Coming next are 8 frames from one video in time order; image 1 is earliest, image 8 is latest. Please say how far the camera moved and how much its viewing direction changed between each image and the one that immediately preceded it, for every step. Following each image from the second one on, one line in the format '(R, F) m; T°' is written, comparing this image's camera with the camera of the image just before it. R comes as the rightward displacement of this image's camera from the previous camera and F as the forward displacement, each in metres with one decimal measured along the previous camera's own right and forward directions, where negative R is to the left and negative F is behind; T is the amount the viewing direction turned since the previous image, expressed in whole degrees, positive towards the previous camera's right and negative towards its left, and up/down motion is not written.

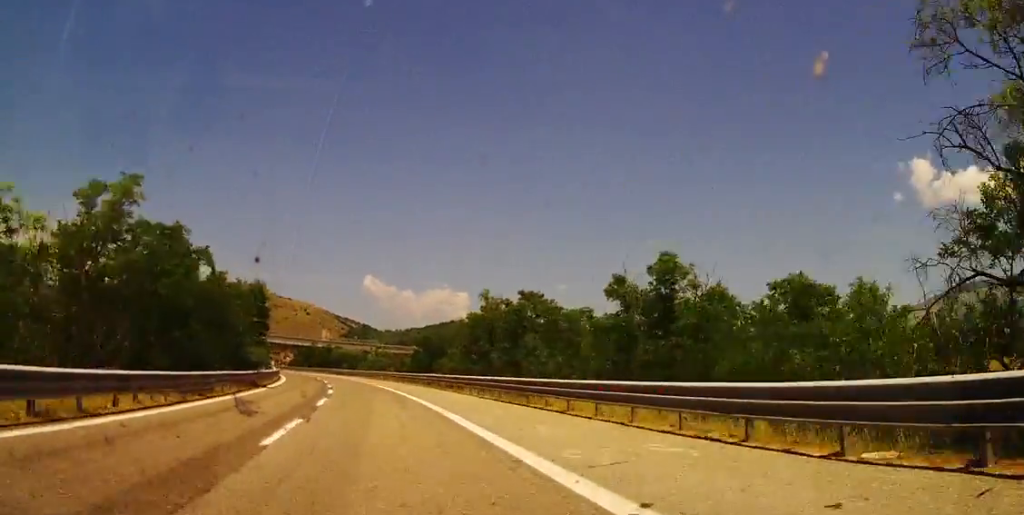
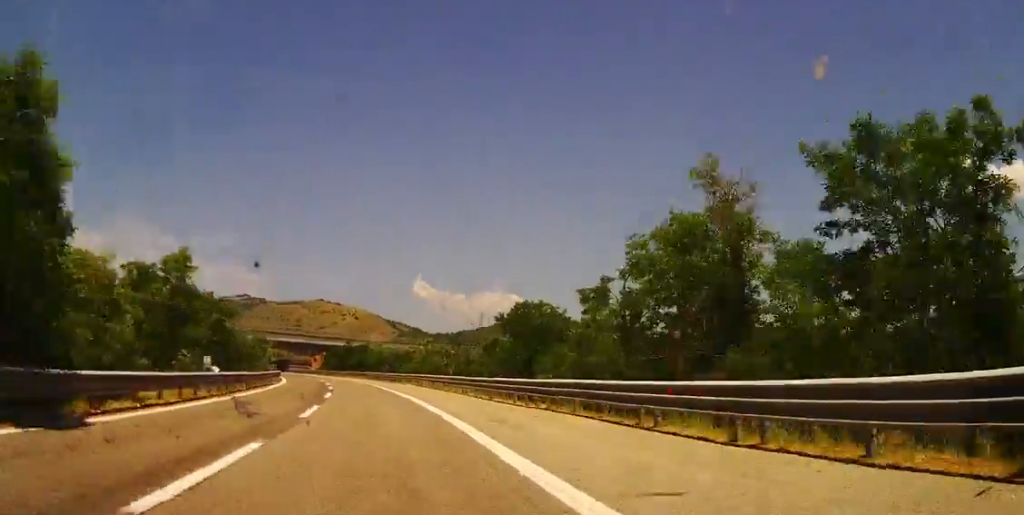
(-0.6, +30.2) m; -3°
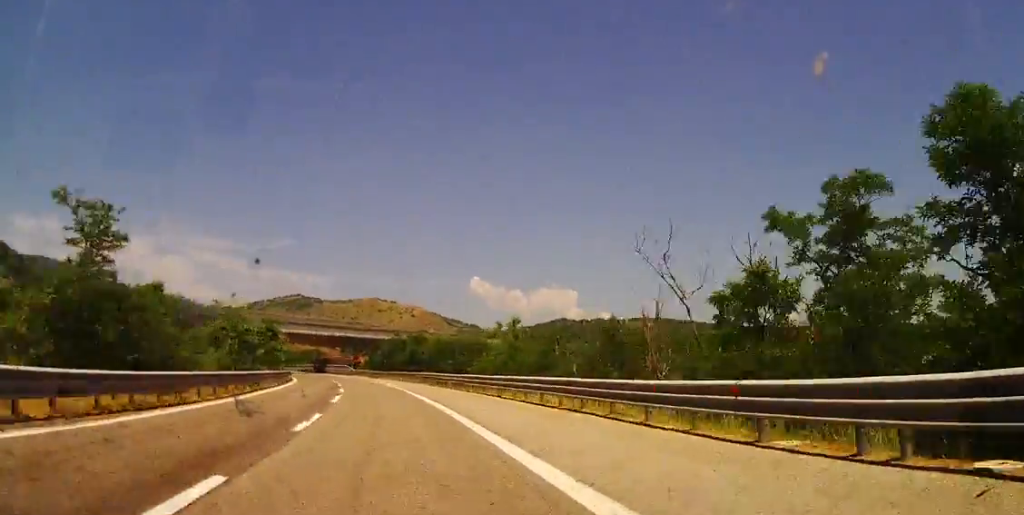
(-0.9, +29.0) m; -4°
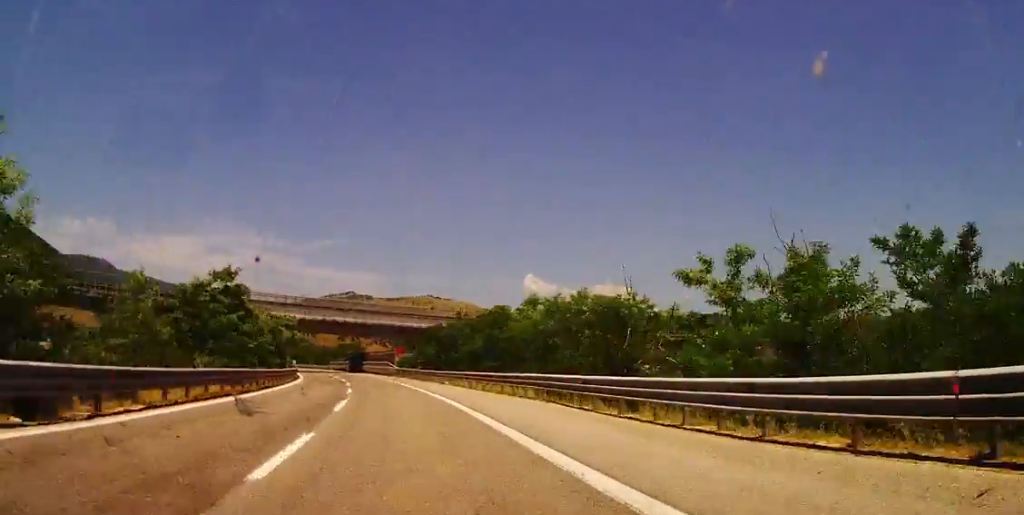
(-1.2, +31.1) m; -4°
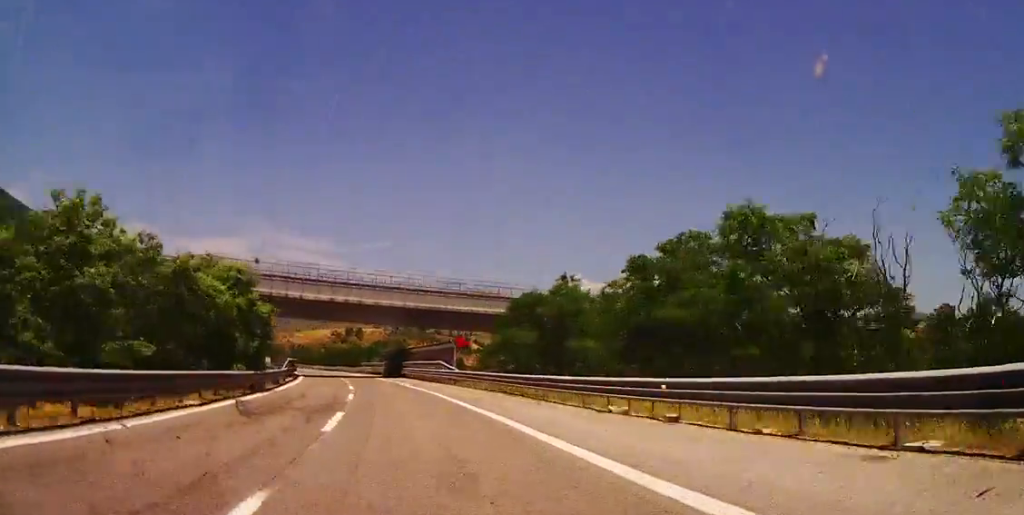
(-1.1, +32.0) m; -4°
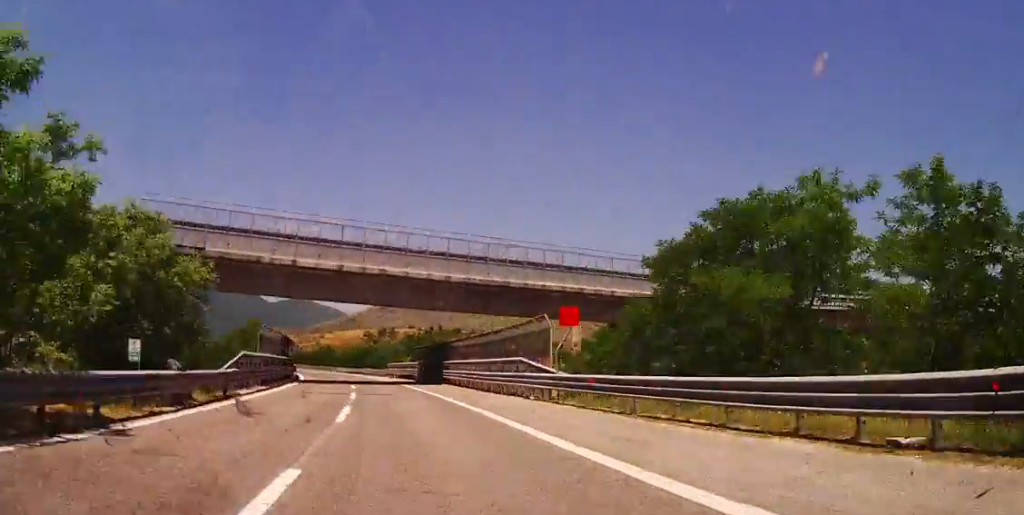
(-0.5, +22.7) m; -3°
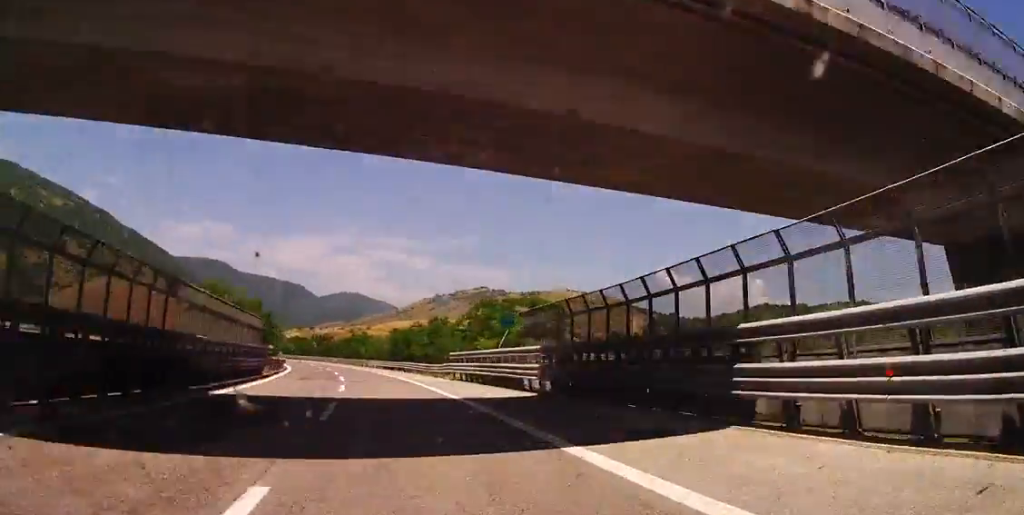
(-1.7, +40.7) m; -5°
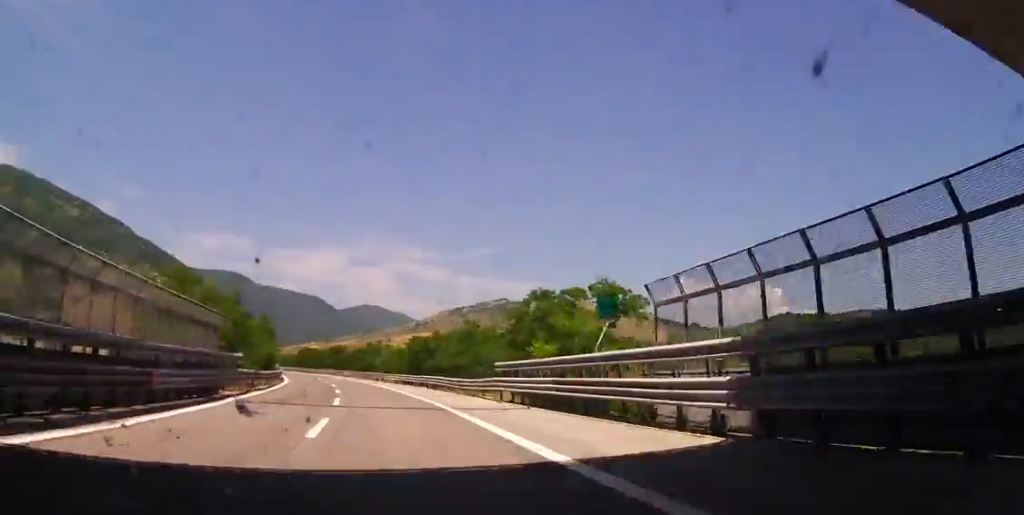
(-0.5, +13.1) m; -1°
